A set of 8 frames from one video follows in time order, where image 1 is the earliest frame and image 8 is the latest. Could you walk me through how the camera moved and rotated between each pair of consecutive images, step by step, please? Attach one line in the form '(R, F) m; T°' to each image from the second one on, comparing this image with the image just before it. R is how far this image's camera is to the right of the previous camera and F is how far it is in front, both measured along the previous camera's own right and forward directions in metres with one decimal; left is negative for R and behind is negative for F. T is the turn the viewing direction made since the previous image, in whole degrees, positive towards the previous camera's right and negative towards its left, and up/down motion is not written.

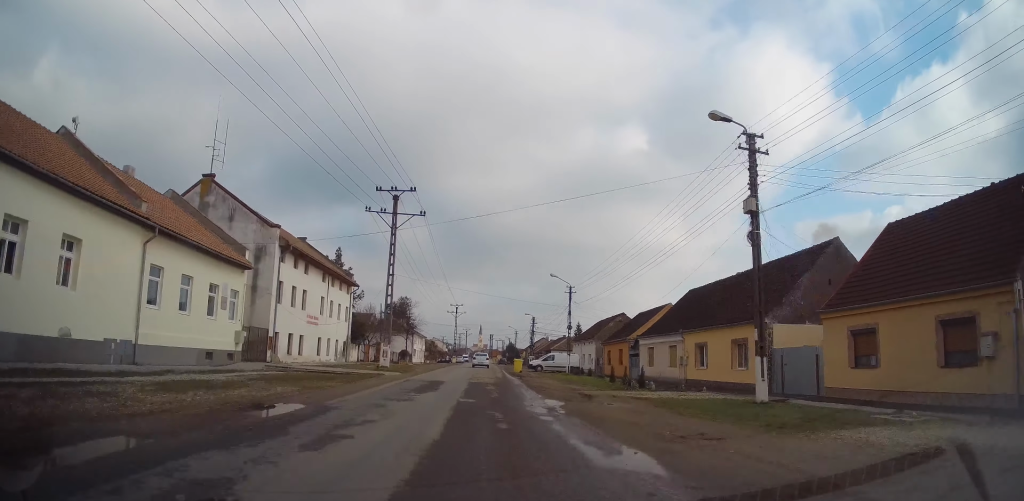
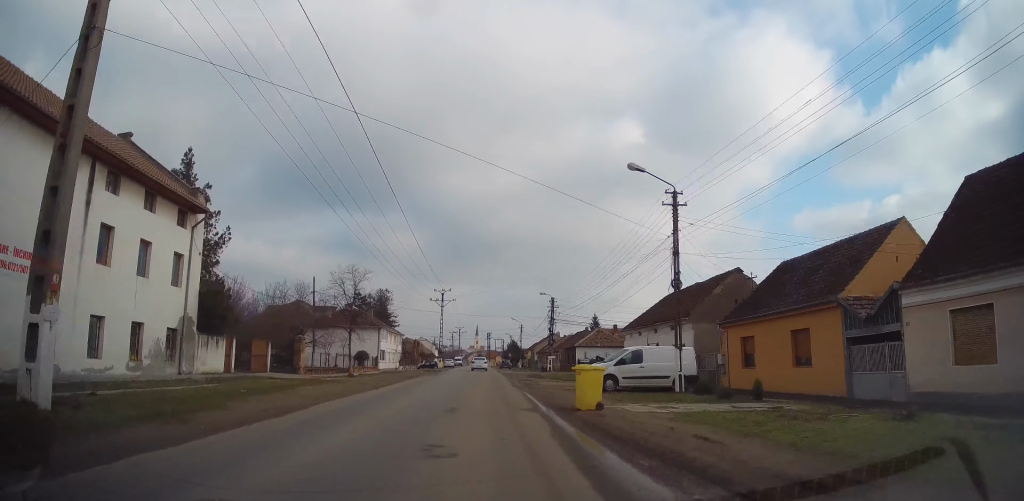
(+1.8, +29.7) m; +3°
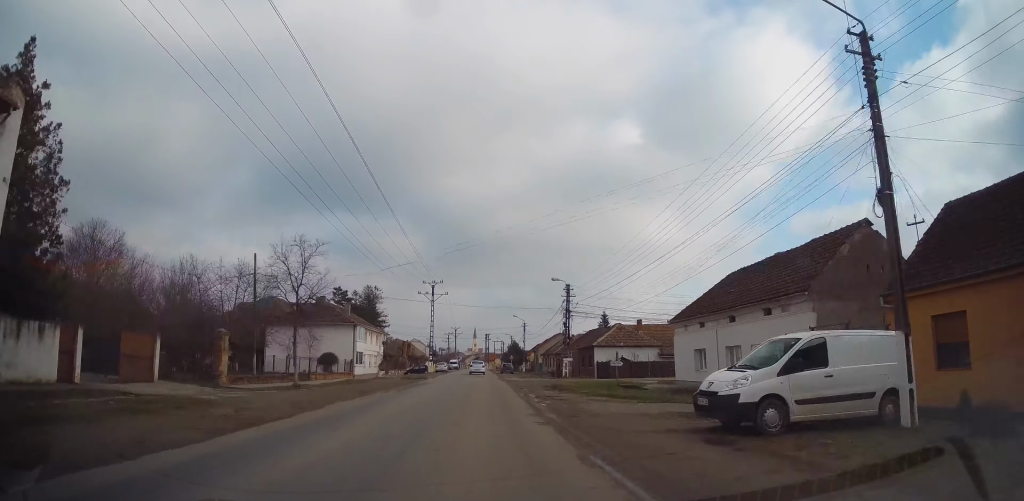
(-0.4, +12.6) m; -2°
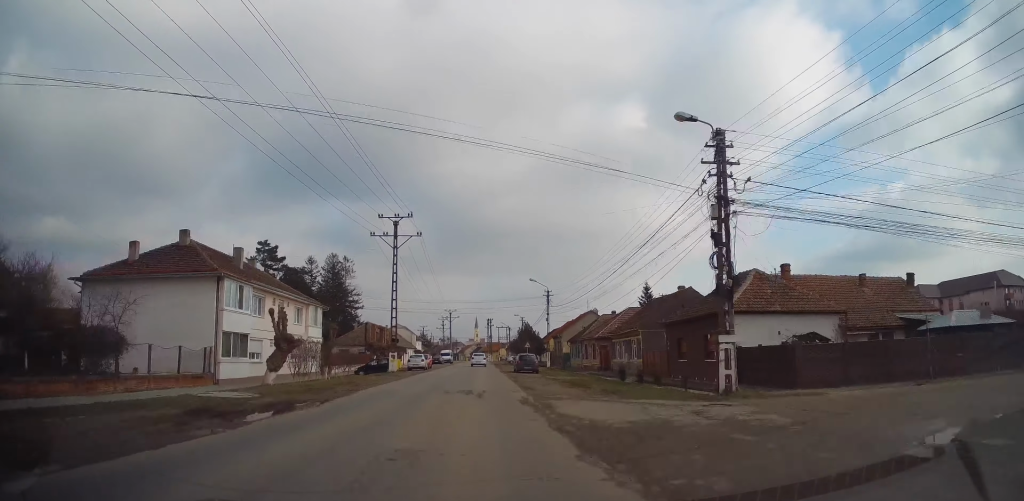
(0.0, +31.5) m; +1°
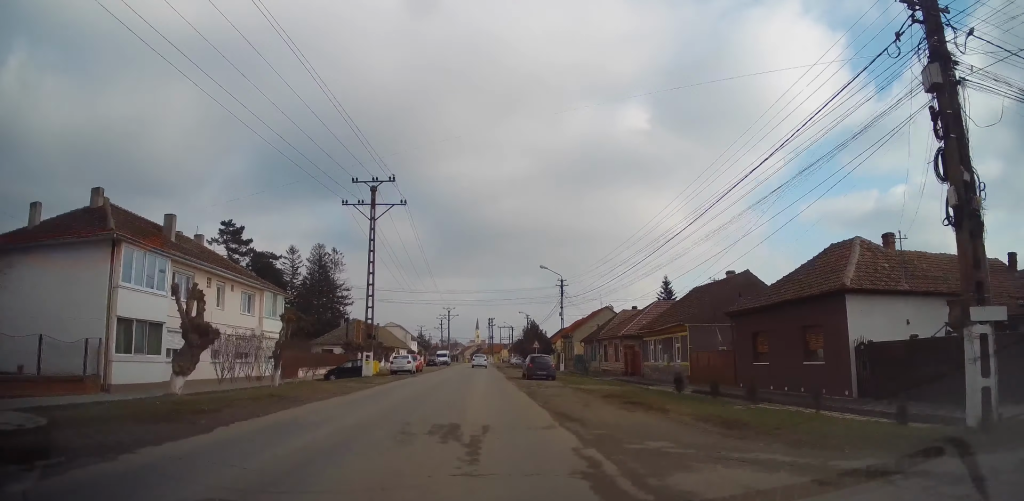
(0.0, +9.4) m; +1°
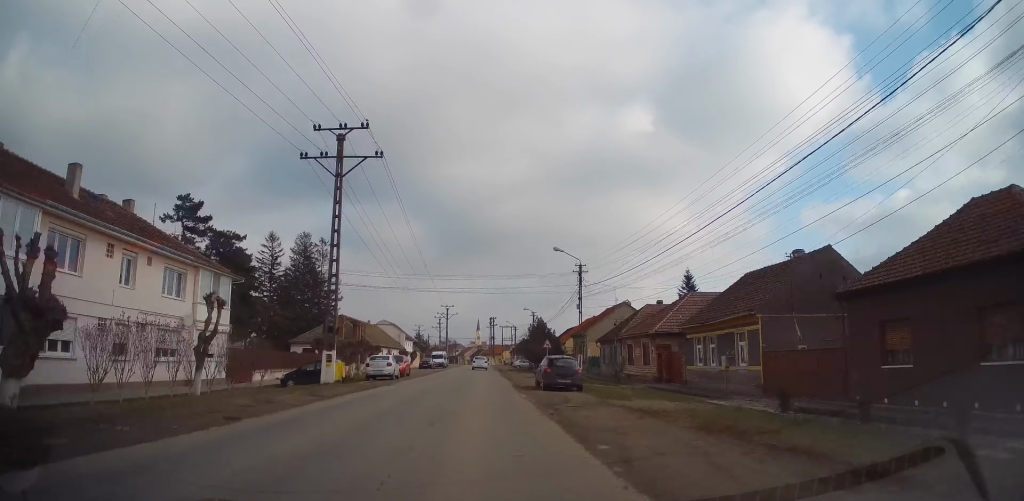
(+0.1, +8.5) m; 0°
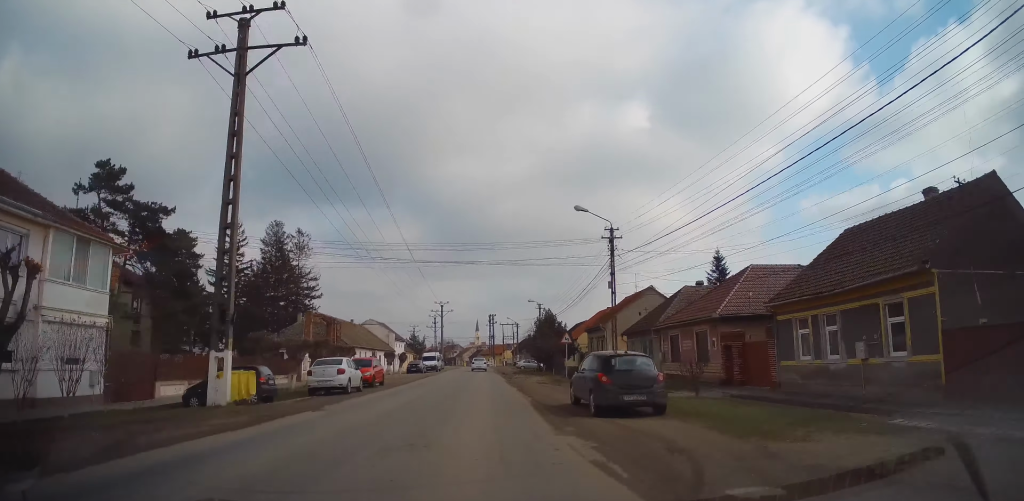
(+0.2, +10.5) m; 0°
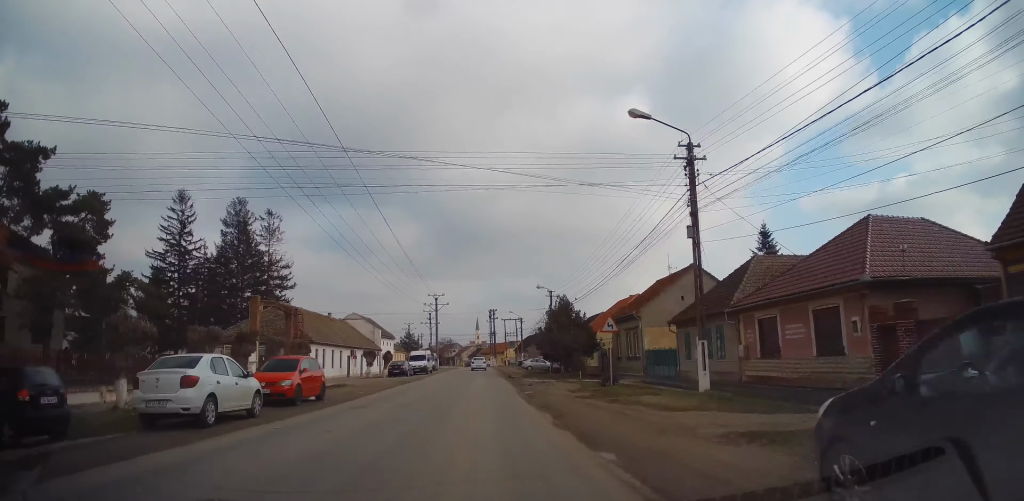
(-0.4, +11.4) m; -1°
